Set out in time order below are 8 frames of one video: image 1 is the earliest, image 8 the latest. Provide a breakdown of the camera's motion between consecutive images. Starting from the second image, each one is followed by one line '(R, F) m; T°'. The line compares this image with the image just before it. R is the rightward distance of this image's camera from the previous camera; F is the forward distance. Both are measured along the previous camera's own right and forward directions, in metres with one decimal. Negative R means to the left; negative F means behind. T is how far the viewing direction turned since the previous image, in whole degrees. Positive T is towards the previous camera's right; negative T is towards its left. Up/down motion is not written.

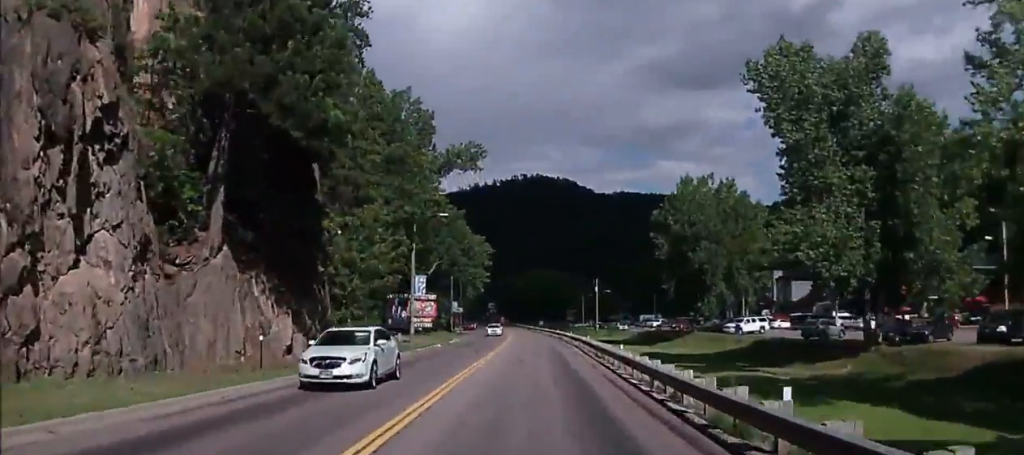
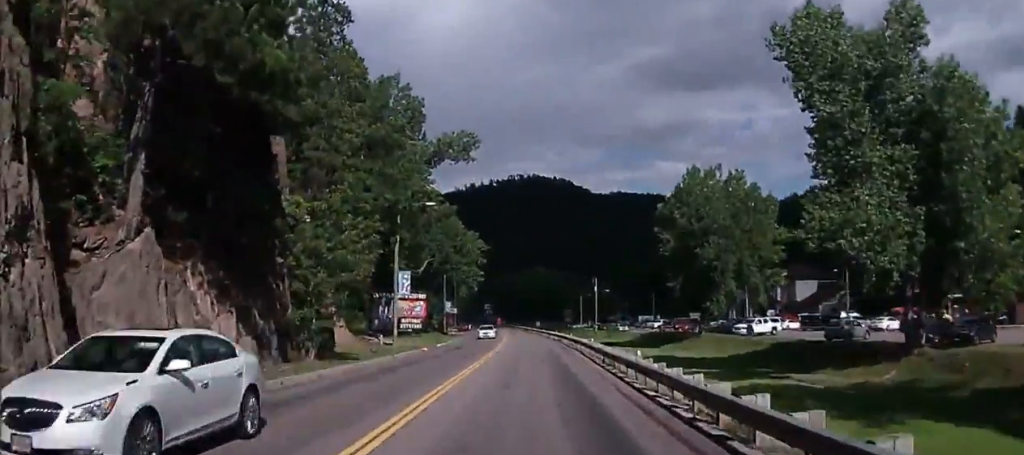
(-0.1, +4.8) m; 0°
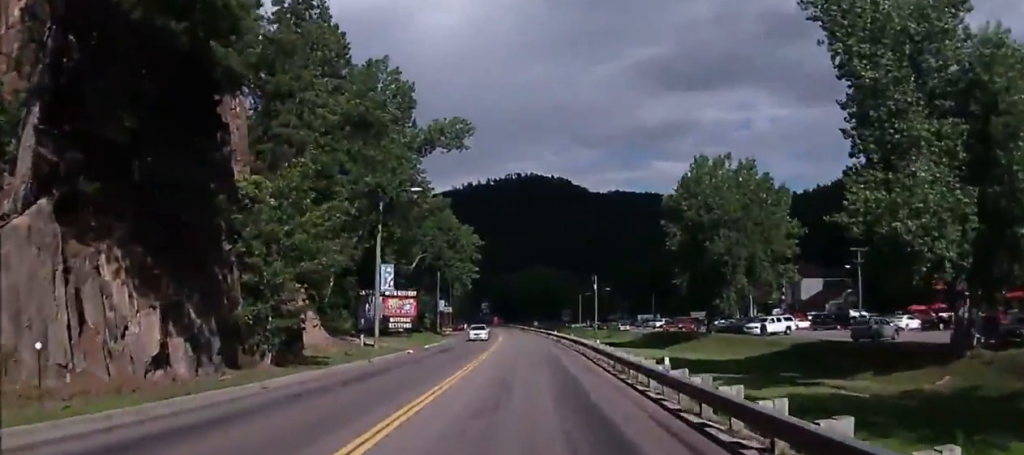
(+0.2, +4.6) m; +1°
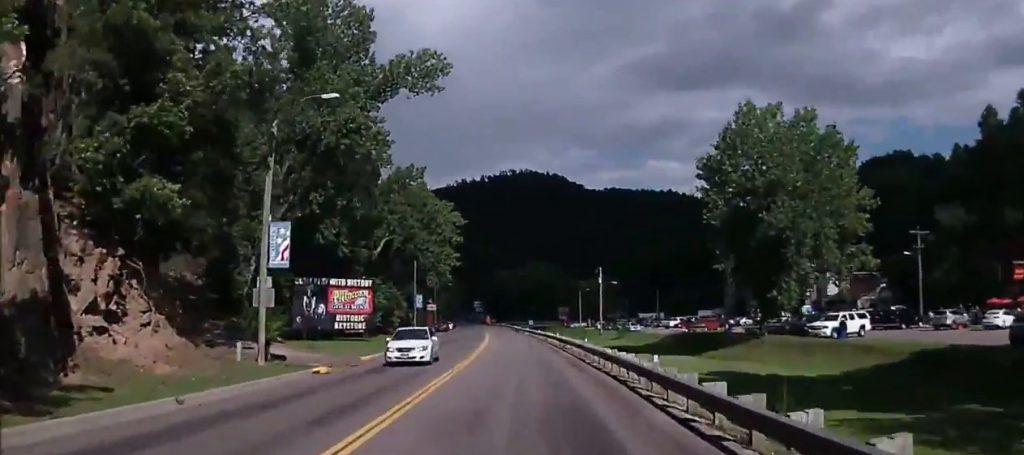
(+0.3, +16.5) m; -2°
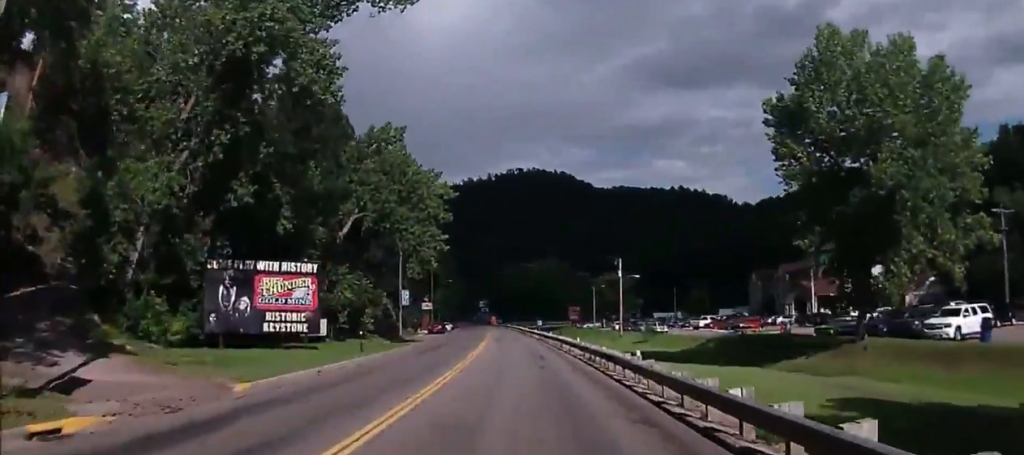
(-0.3, +14.4) m; 0°
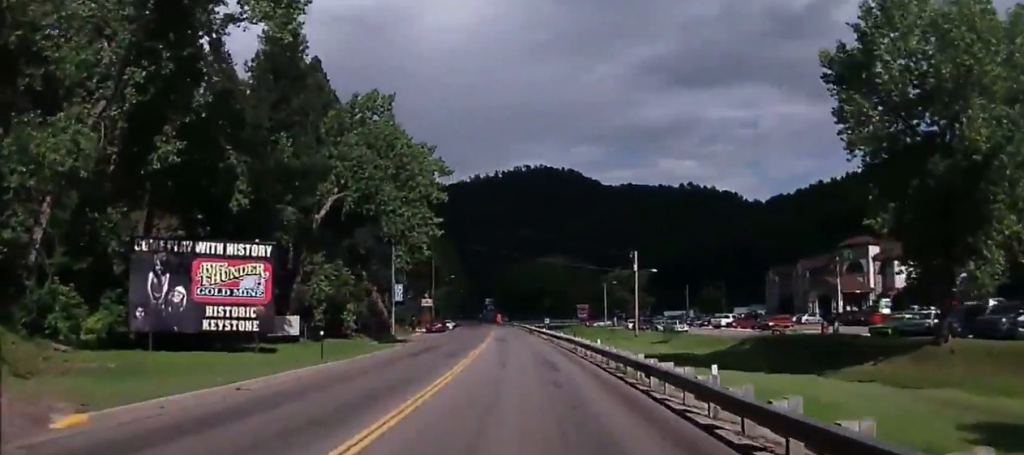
(+0.3, +7.5) m; 0°
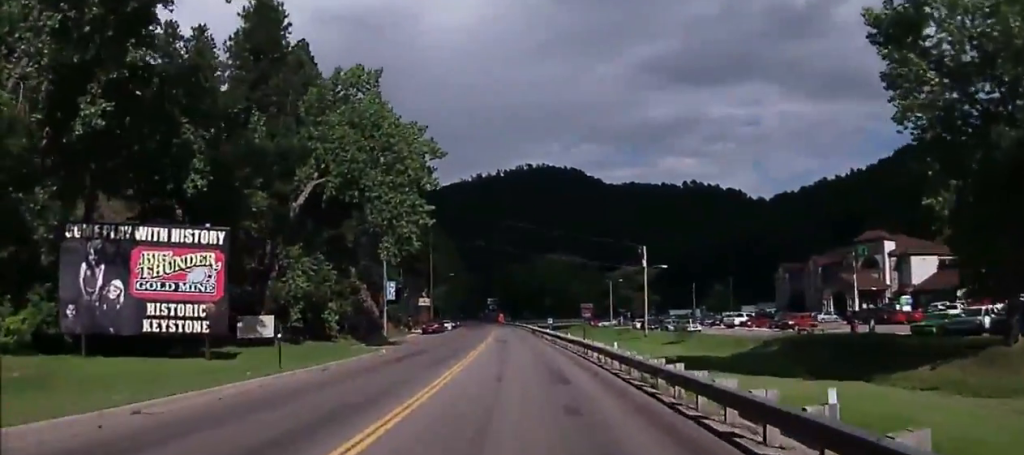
(-0.2, +4.8) m; -1°
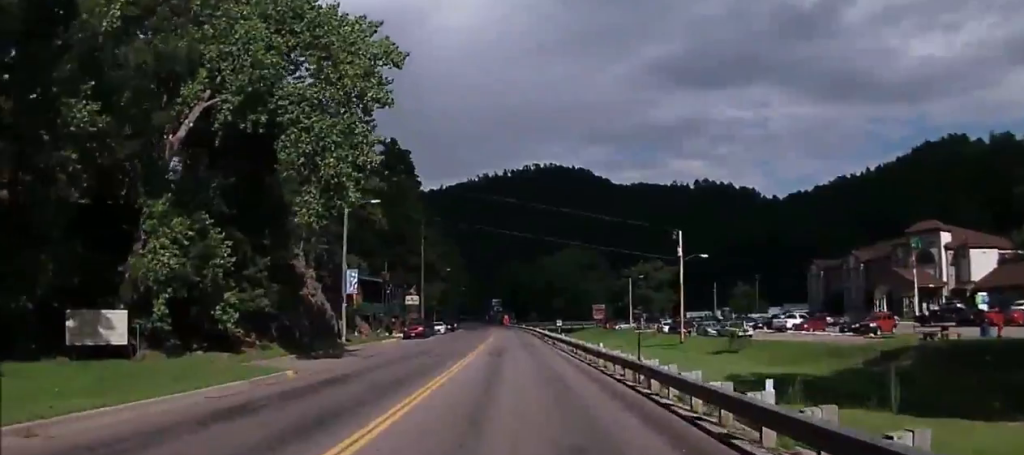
(-0.4, +15.4) m; -1°
